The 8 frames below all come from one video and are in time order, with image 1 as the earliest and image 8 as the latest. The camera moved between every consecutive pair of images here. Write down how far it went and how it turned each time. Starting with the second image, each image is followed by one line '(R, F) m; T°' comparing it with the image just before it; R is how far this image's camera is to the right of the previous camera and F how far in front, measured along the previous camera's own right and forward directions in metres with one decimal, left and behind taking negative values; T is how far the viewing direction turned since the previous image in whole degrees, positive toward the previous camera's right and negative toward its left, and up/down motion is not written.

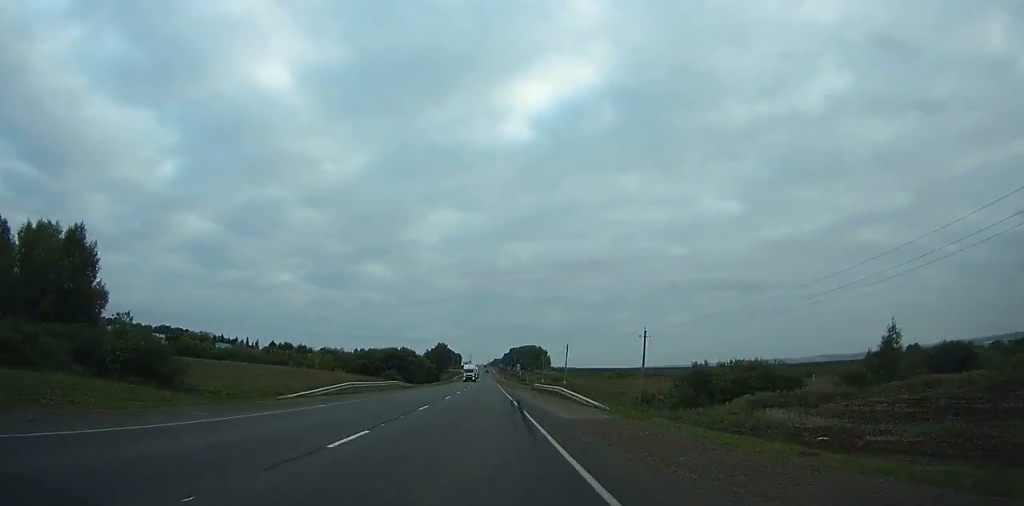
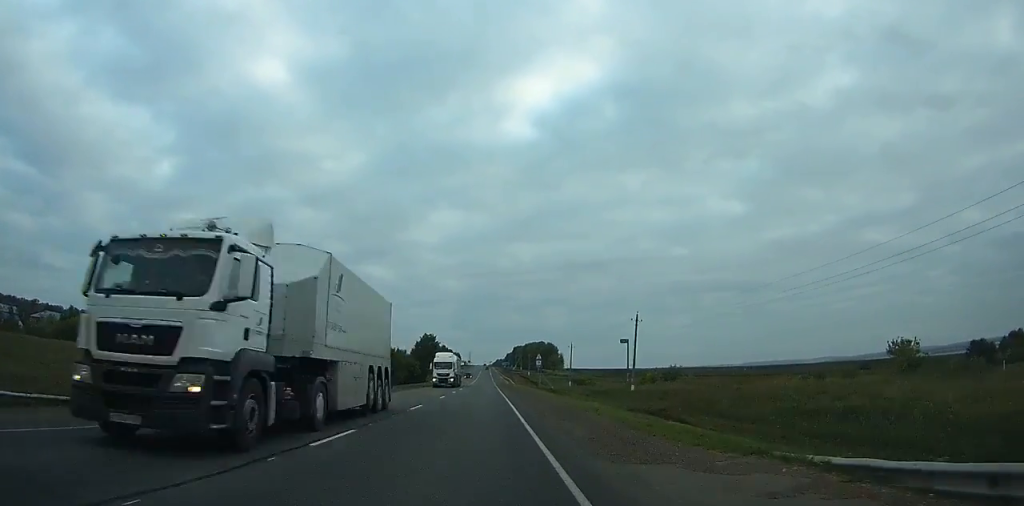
(+0.2, +60.4) m; 0°
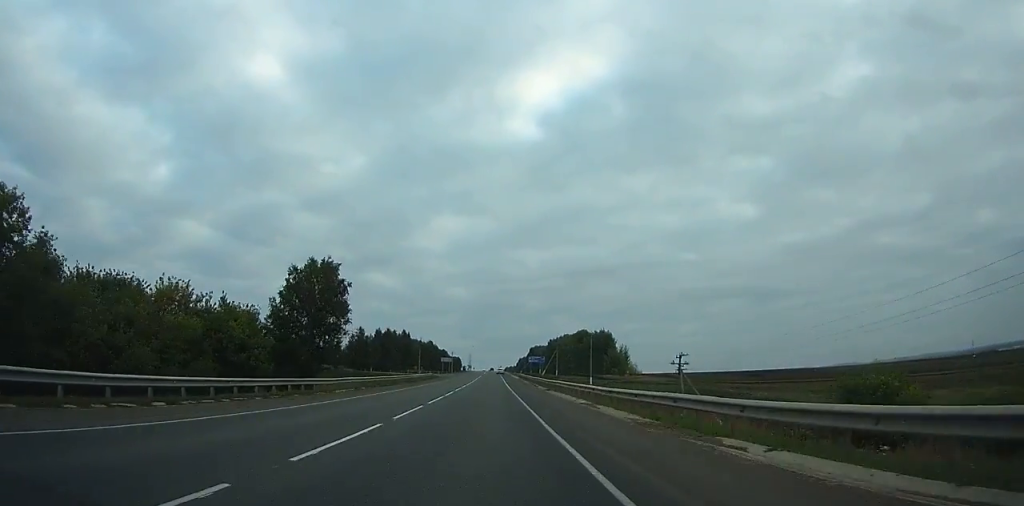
(-1.1, +136.3) m; -1°
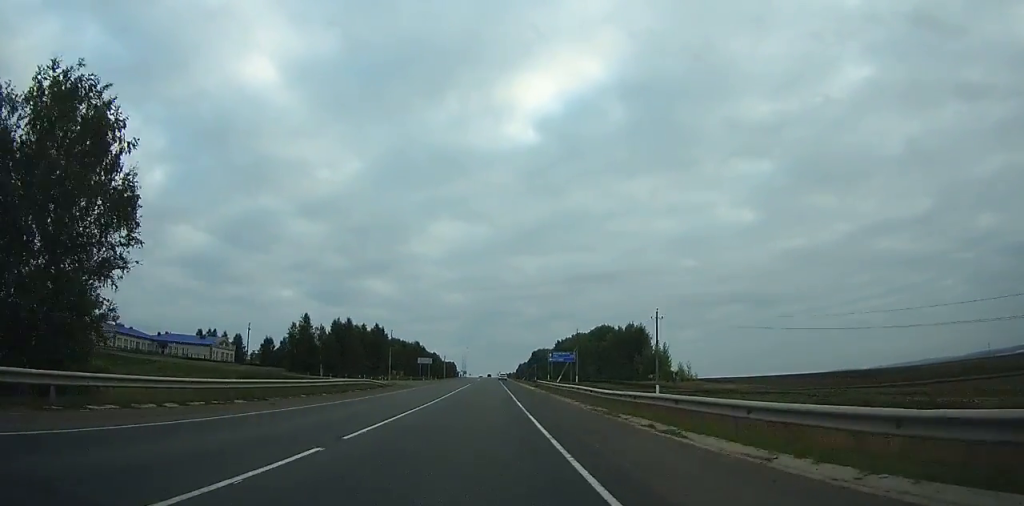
(0.0, +43.7) m; 0°
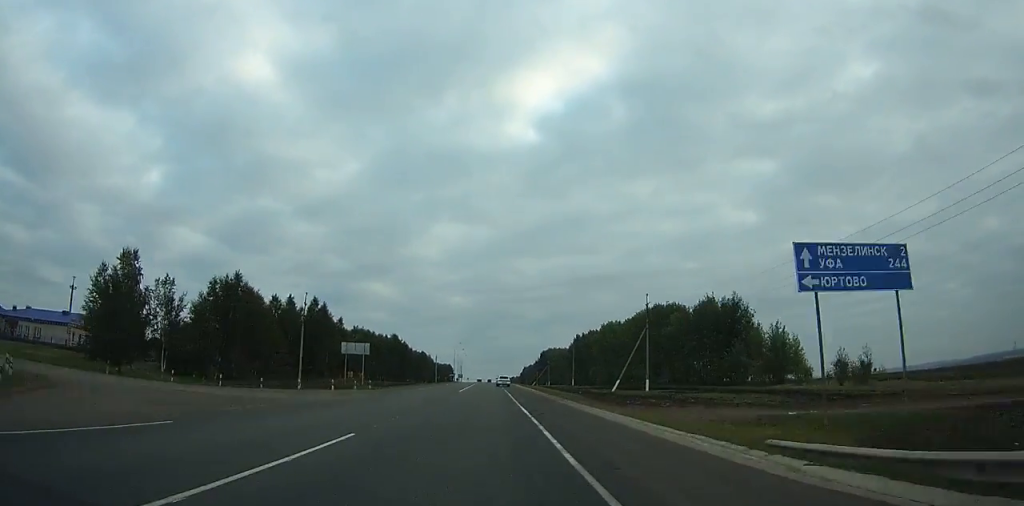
(-0.1, +53.8) m; 0°
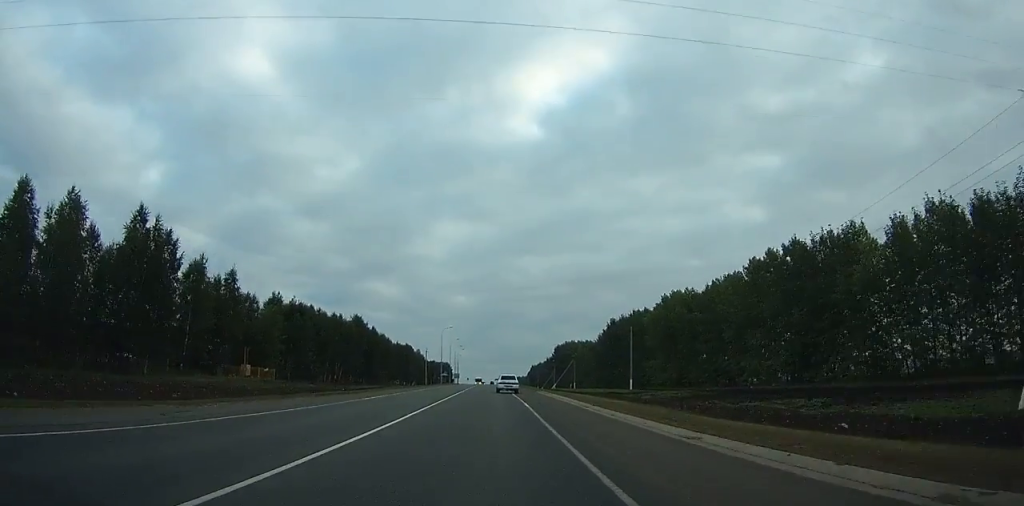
(0.0, +53.1) m; 0°
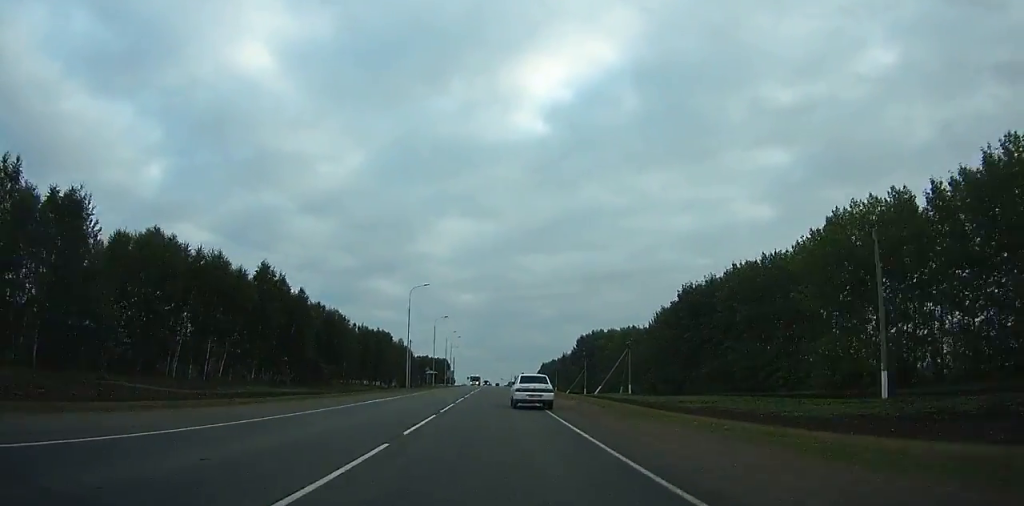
(-0.3, +56.5) m; -1°
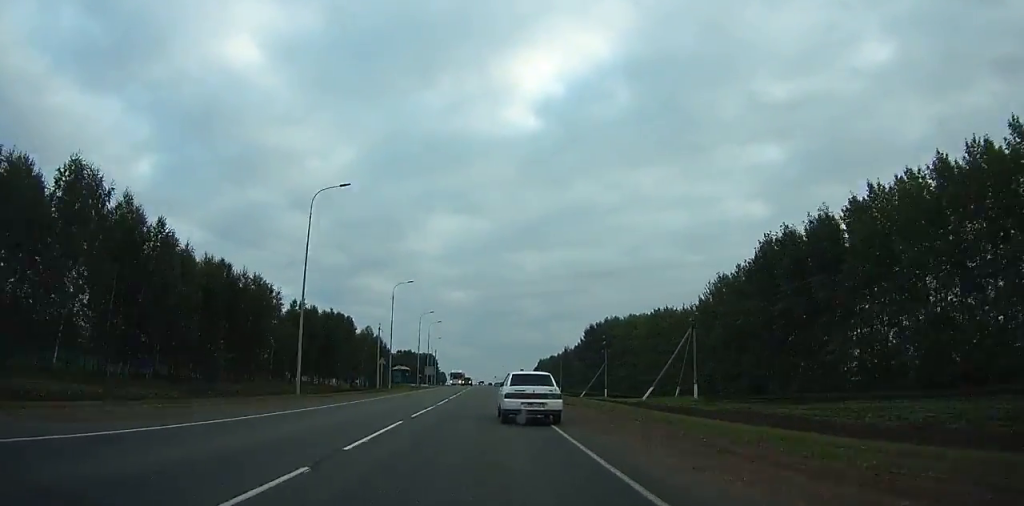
(-0.3, +38.4) m; 0°
